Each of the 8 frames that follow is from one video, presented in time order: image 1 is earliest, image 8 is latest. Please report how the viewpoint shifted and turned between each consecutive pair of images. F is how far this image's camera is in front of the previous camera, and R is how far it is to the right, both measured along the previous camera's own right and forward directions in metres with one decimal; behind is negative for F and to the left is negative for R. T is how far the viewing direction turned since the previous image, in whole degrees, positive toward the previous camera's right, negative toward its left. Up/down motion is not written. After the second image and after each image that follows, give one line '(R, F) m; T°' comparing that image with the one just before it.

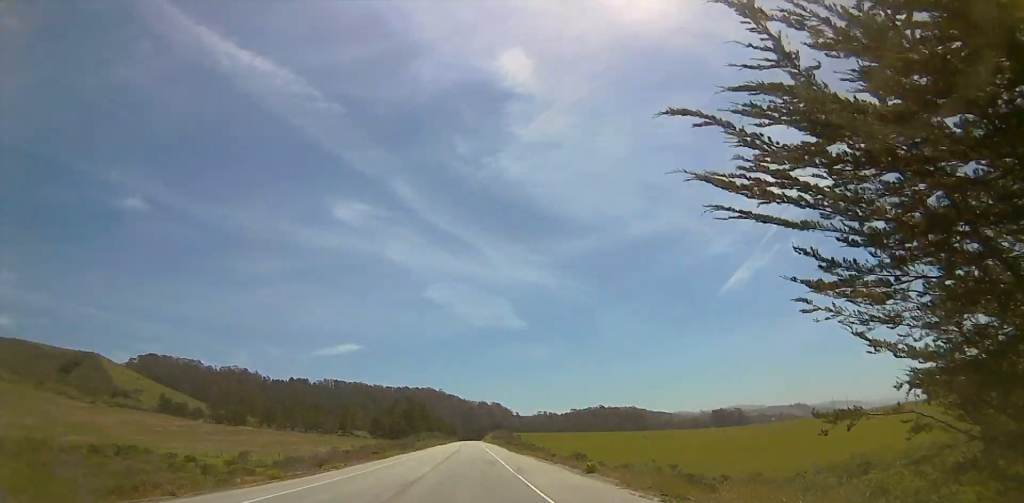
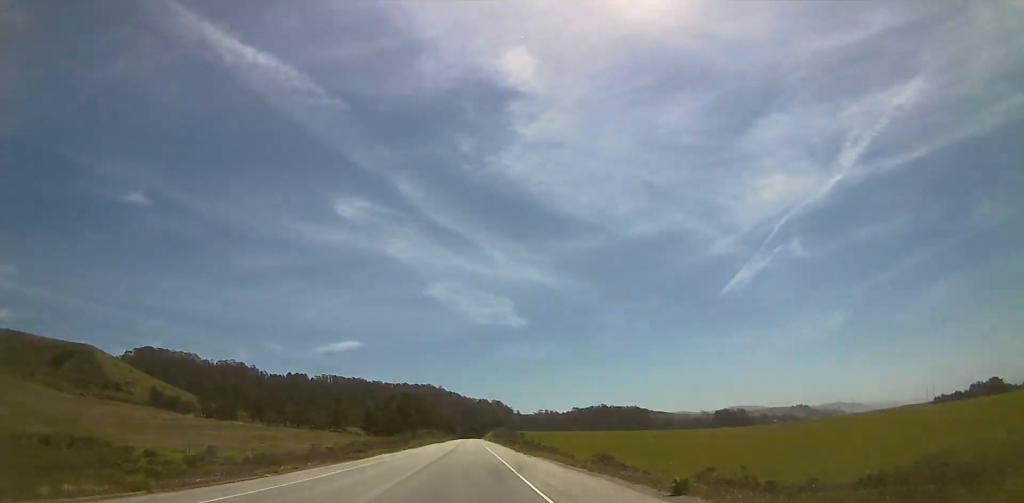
(-0.2, +14.8) m; -1°
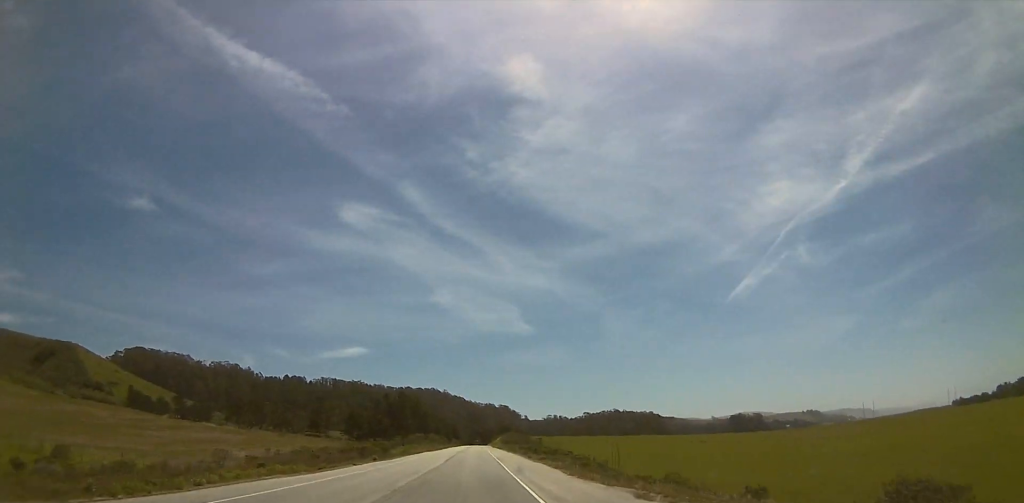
(-0.3, +37.9) m; 0°
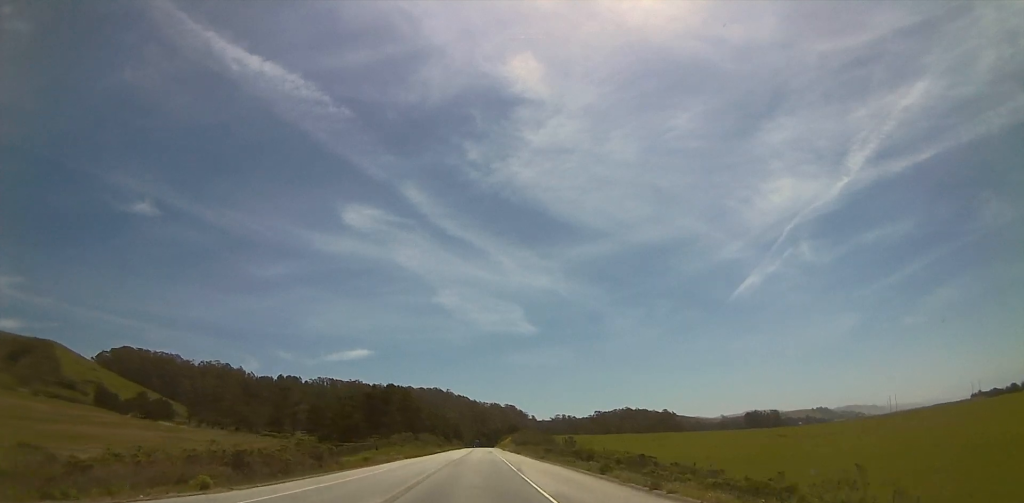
(+0.7, +35.2) m; +2°
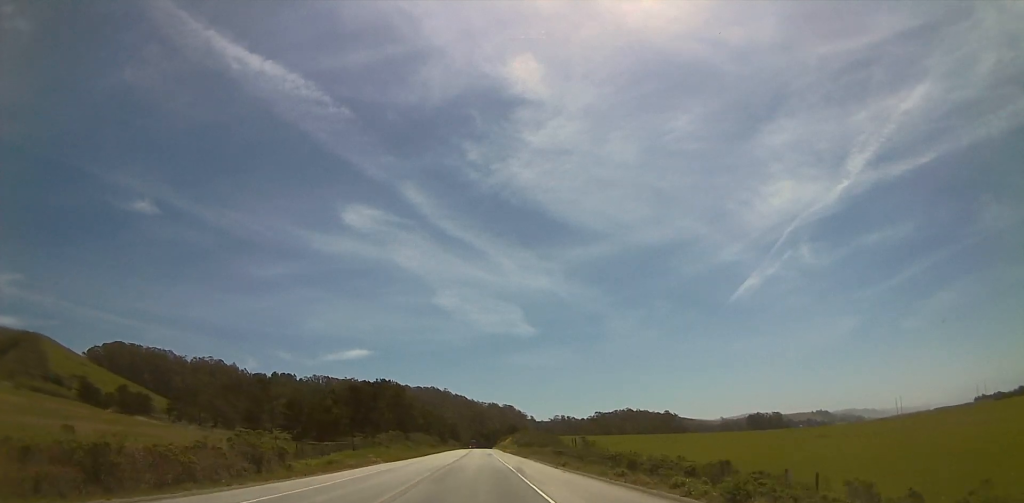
(0.0, +11.6) m; 0°
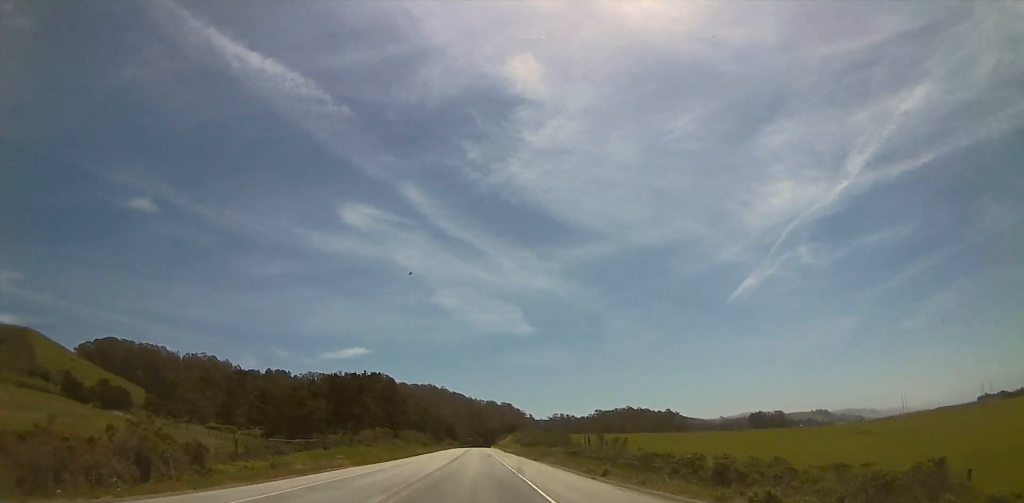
(0.0, +11.1) m; 0°
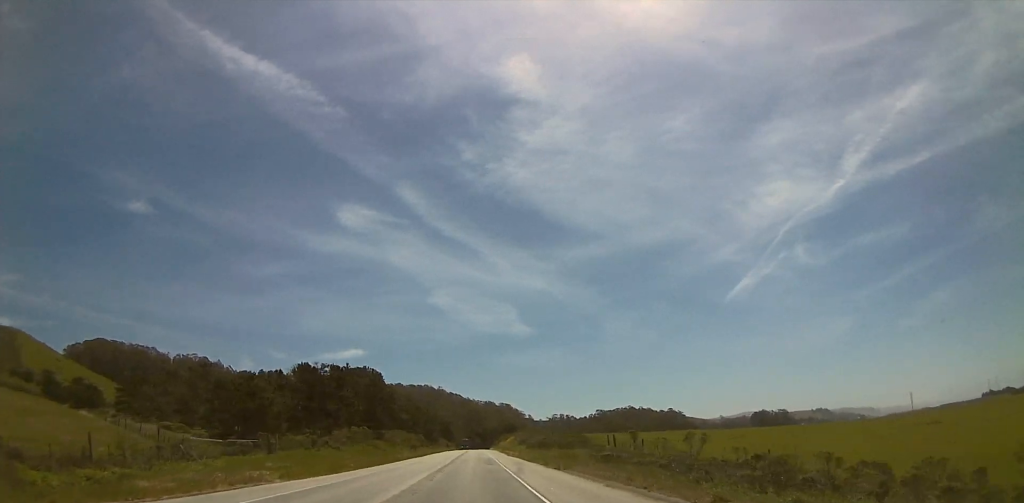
(+0.1, +13.9) m; -1°
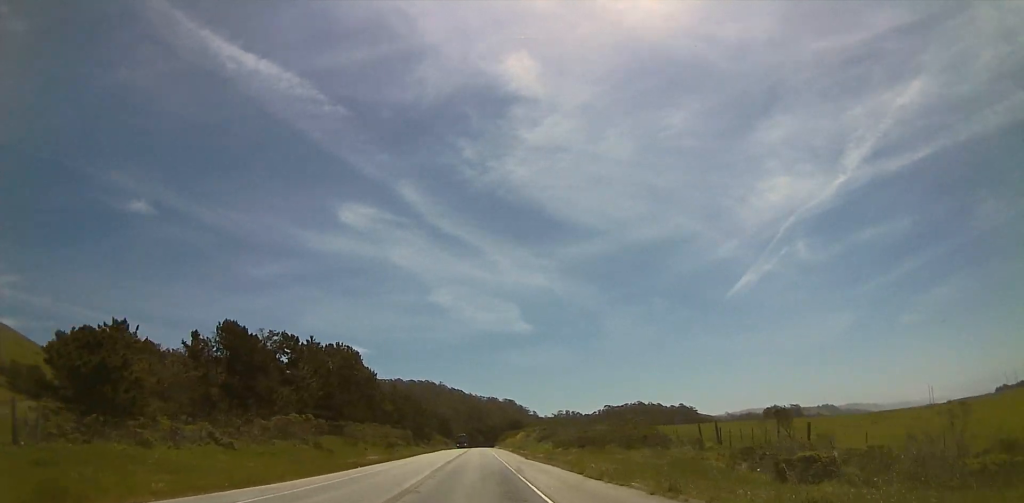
(-0.7, +26.6) m; -3°
